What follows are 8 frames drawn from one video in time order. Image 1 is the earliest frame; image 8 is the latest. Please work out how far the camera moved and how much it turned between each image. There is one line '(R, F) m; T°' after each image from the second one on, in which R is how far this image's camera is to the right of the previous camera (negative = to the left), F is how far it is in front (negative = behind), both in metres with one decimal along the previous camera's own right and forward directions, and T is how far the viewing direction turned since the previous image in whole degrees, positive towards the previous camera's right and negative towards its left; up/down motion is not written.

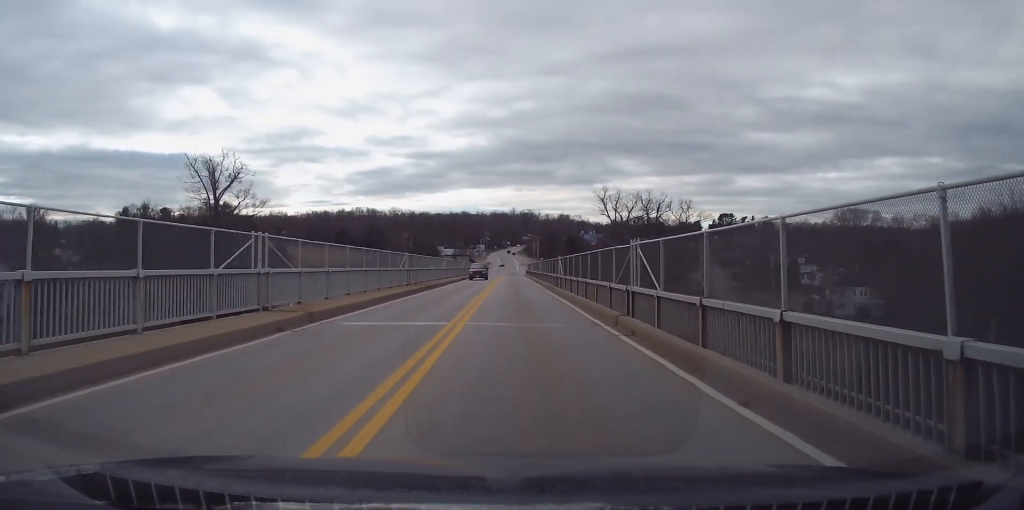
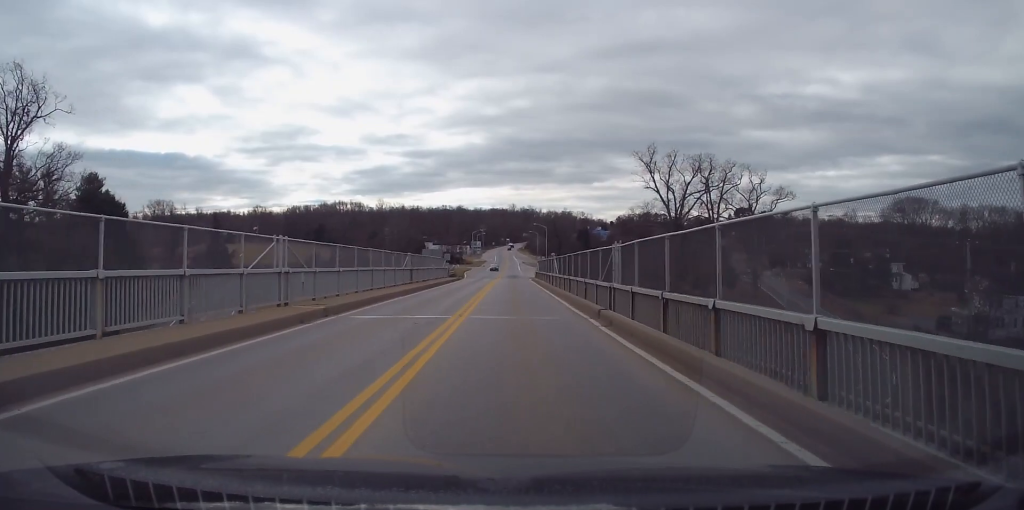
(+0.5, +46.2) m; 0°
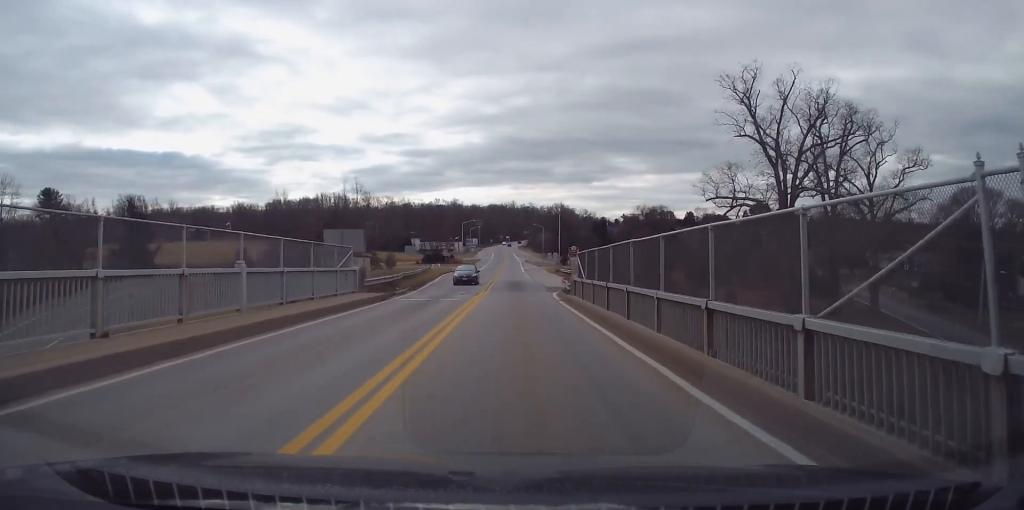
(+0.1, +39.4) m; +1°
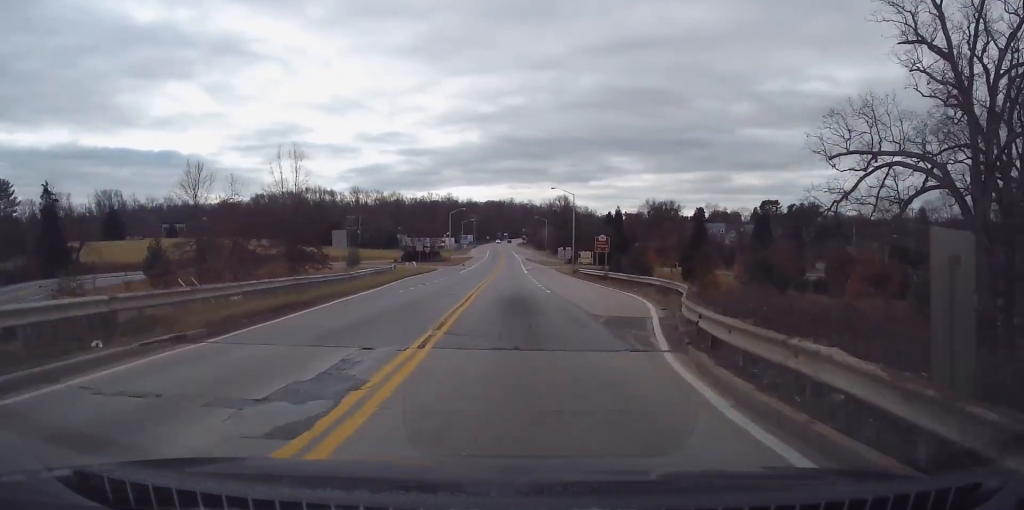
(0.0, +26.8) m; 0°
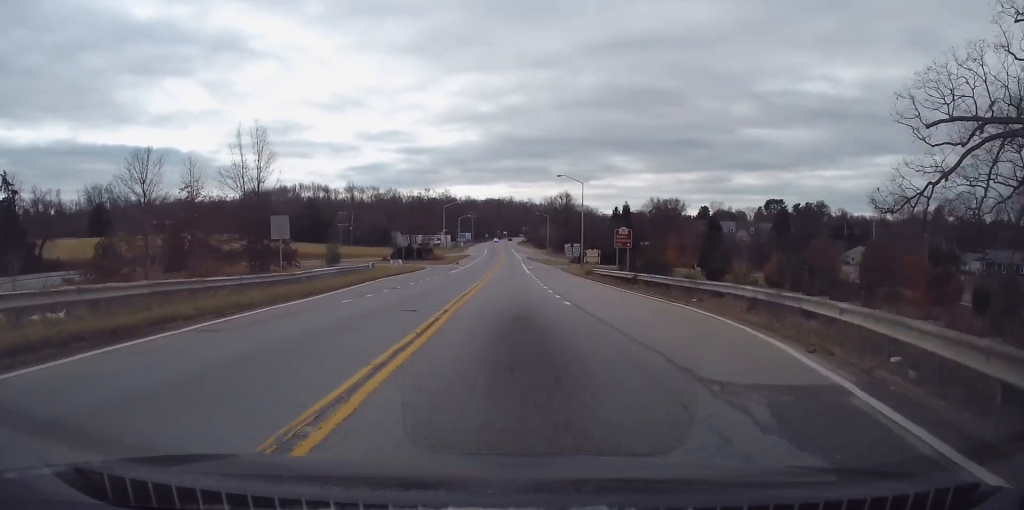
(-0.1, +10.6) m; 0°
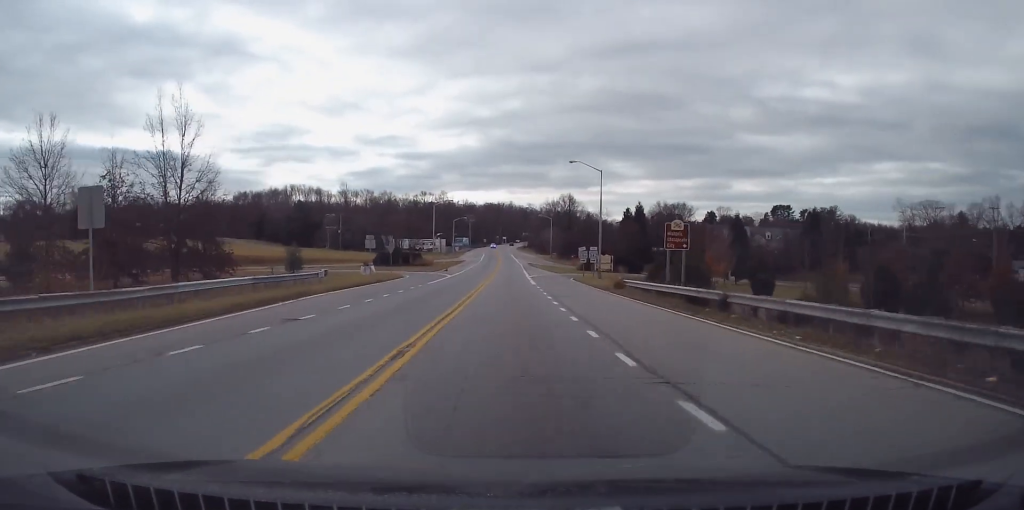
(-0.1, +14.6) m; 0°
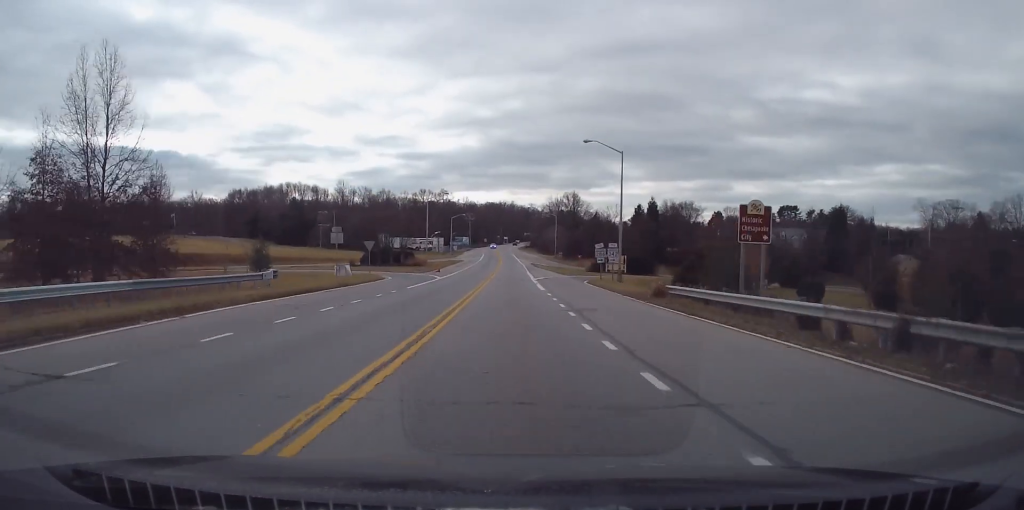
(0.0, +9.7) m; 0°
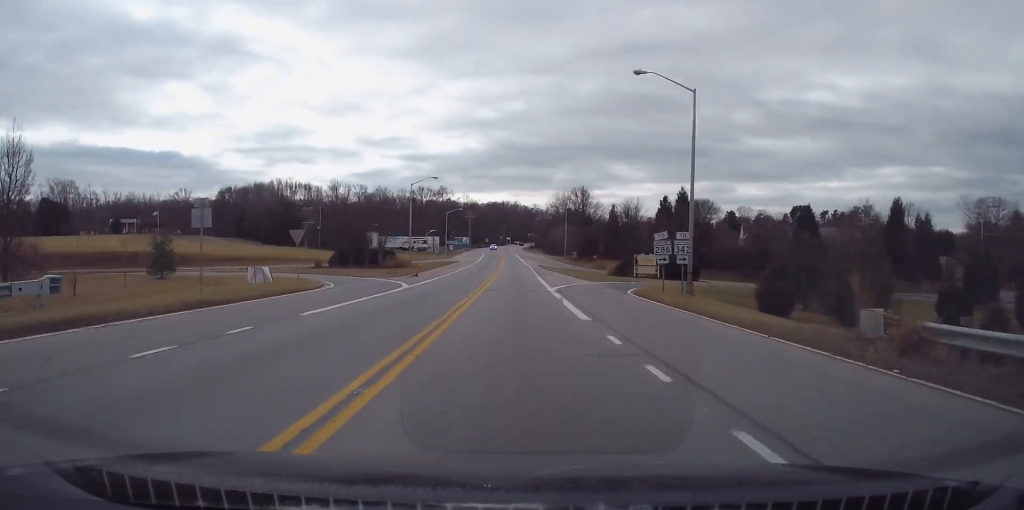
(0.0, +17.8) m; 0°
